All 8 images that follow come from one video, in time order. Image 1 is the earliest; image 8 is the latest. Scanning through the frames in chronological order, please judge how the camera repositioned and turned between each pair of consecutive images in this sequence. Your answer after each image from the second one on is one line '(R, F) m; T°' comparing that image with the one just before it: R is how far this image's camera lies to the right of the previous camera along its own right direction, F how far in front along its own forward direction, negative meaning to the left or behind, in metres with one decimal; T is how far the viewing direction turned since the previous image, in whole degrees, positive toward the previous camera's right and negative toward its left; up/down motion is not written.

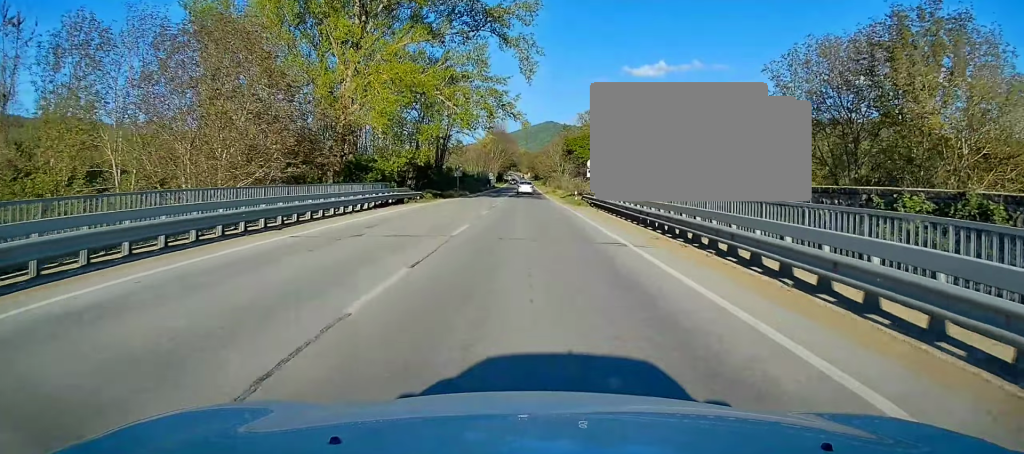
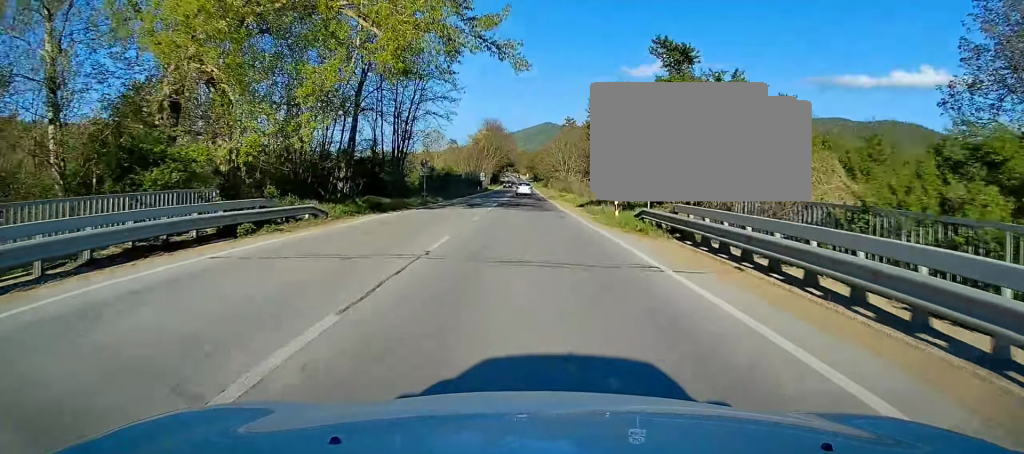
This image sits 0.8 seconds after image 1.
(0.0, +20.9) m; 0°
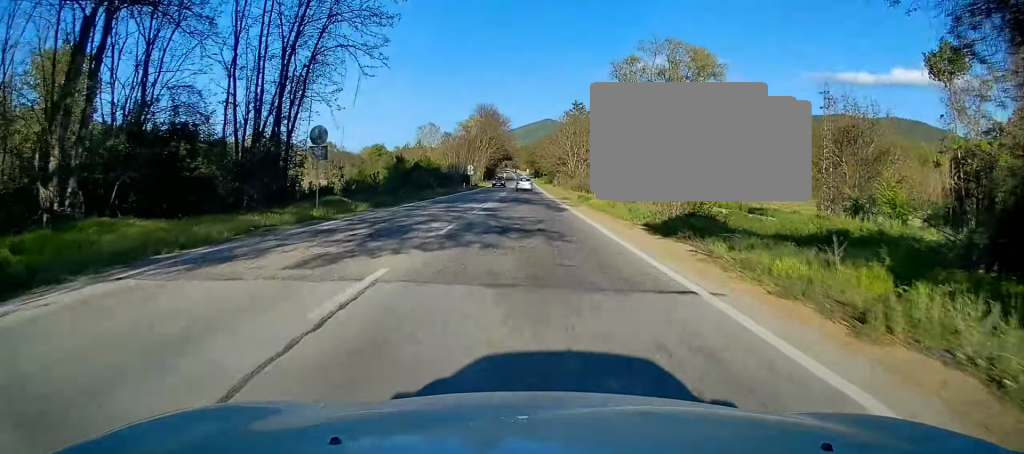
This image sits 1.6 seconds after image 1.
(0.0, +23.9) m; +1°
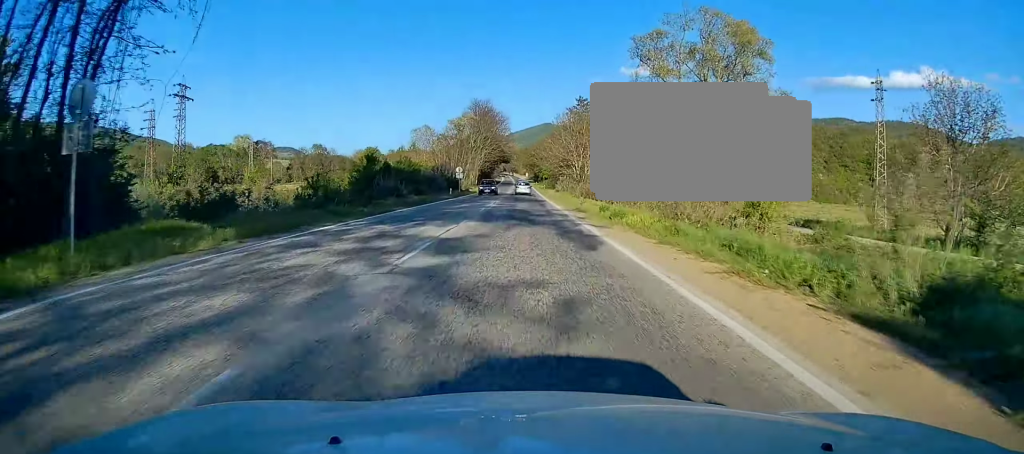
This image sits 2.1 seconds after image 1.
(+0.1, +13.0) m; 0°
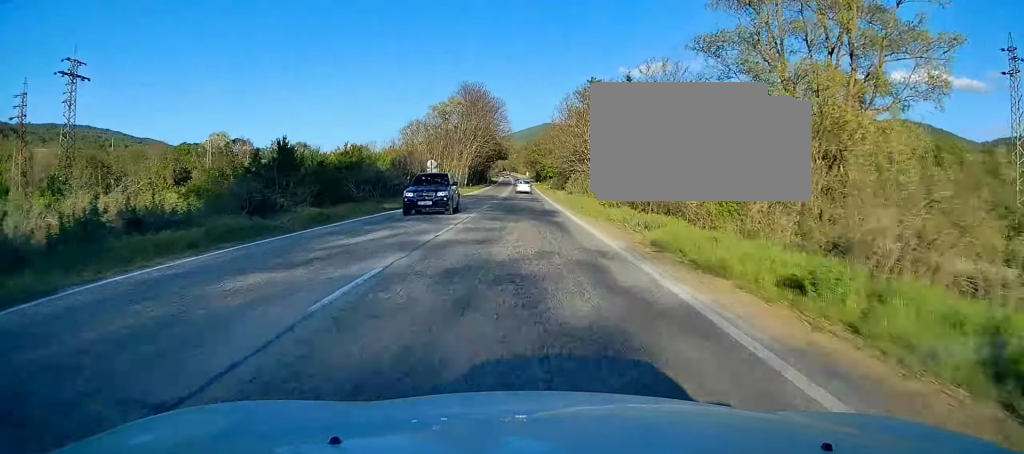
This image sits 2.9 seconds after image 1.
(+0.3, +21.6) m; 0°
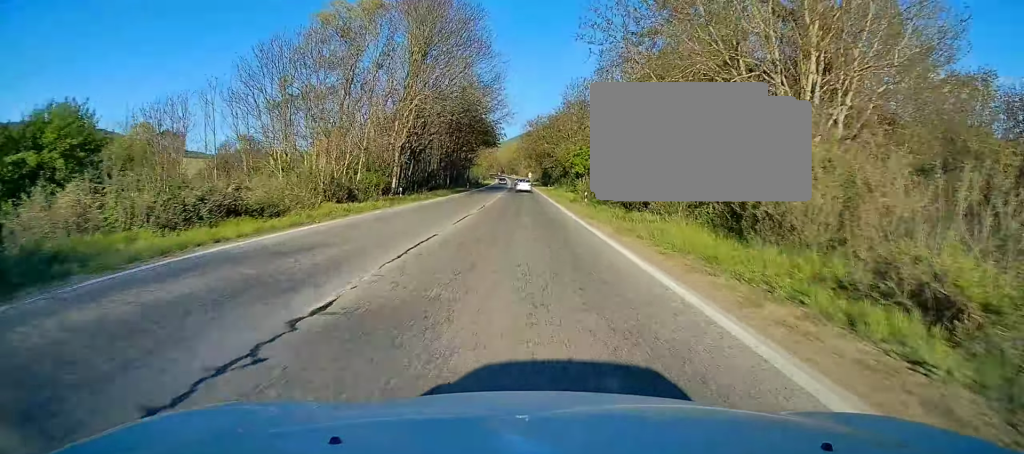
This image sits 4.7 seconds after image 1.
(-0.9, +54.1) m; 0°
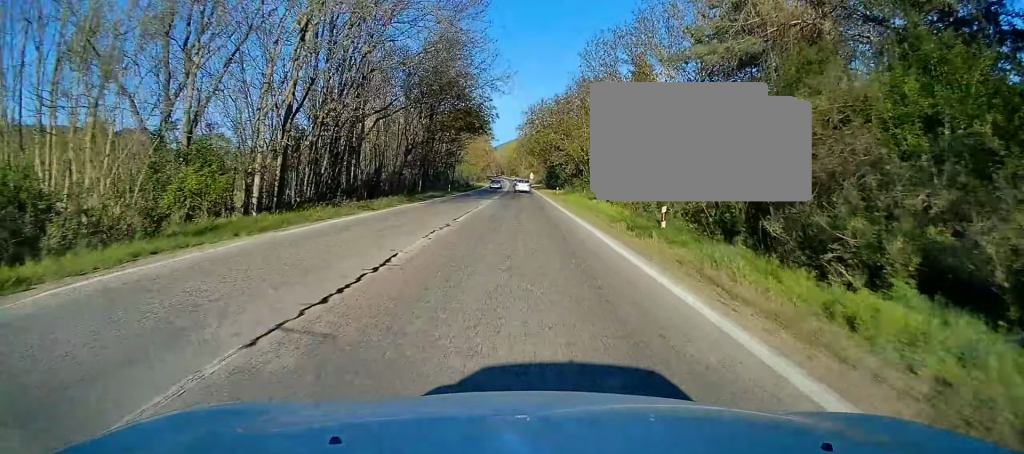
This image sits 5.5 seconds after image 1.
(+0.3, +22.7) m; 0°
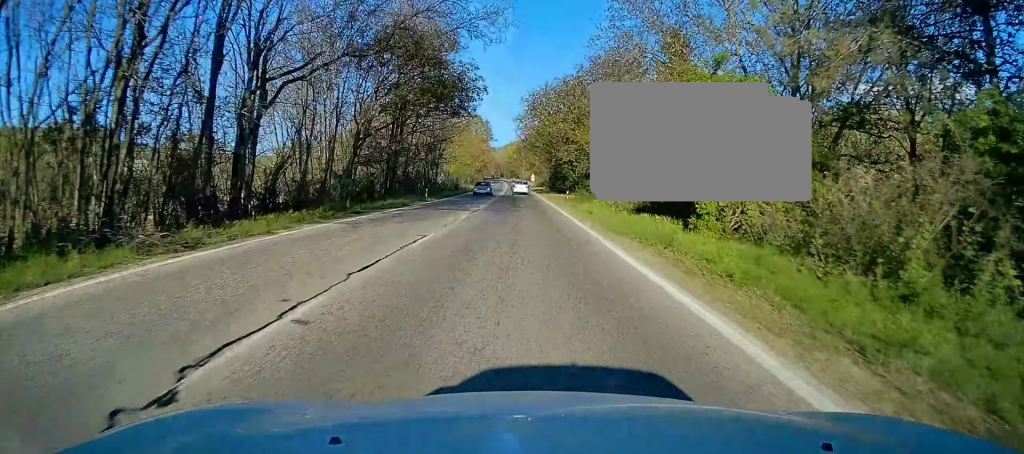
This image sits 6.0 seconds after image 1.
(0.0, +15.8) m; 0°
